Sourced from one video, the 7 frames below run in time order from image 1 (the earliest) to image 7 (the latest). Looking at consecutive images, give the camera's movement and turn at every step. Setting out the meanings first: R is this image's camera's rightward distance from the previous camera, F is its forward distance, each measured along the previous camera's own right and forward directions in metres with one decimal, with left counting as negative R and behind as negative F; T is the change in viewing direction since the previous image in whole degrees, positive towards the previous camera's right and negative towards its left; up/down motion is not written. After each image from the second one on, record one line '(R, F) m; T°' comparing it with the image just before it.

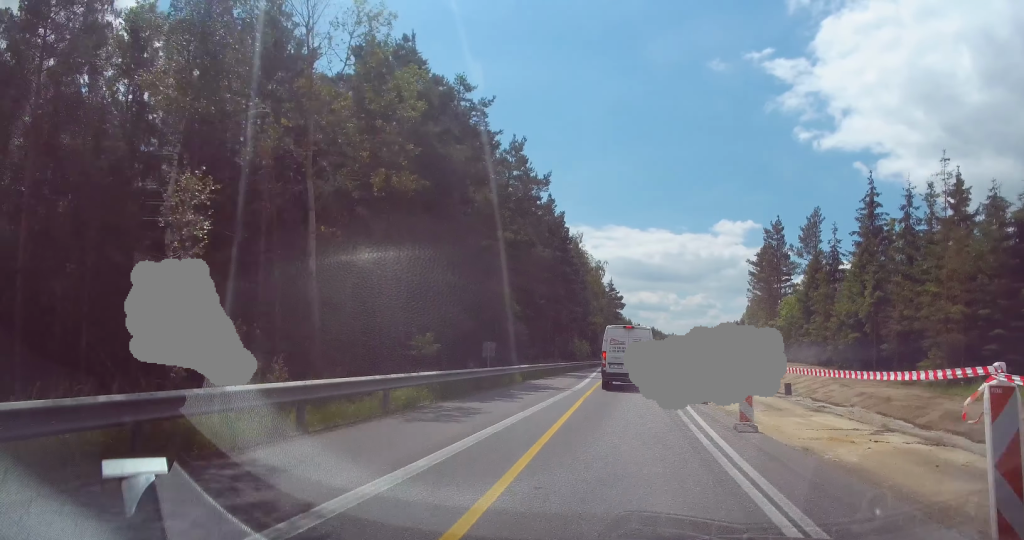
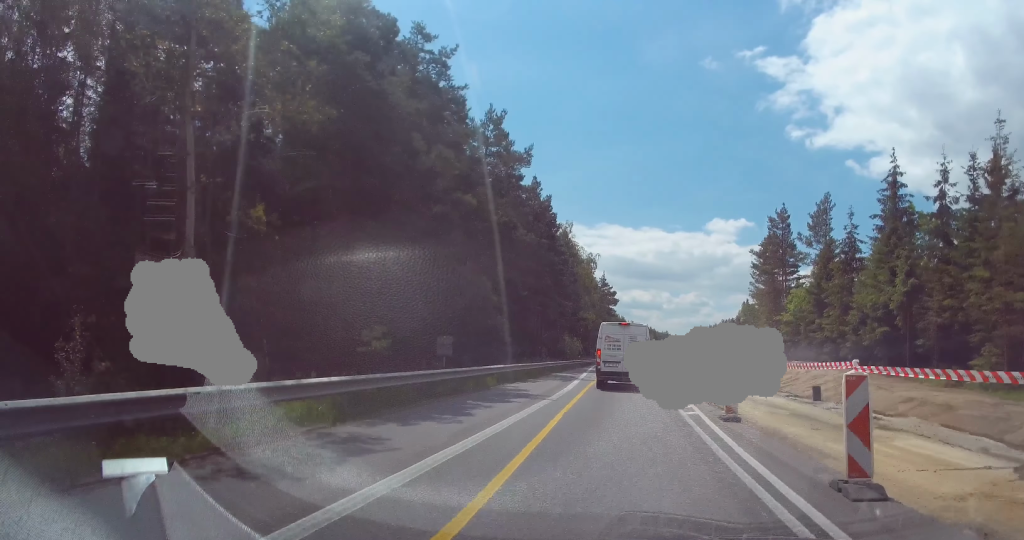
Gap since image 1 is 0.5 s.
(0.0, +5.8) m; 0°
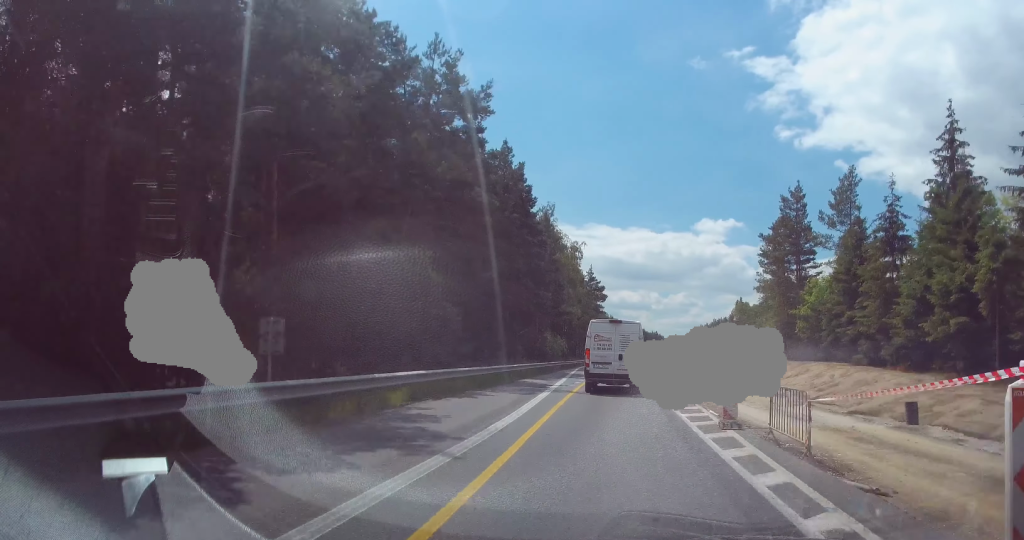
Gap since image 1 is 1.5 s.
(0.0, +10.6) m; +1°
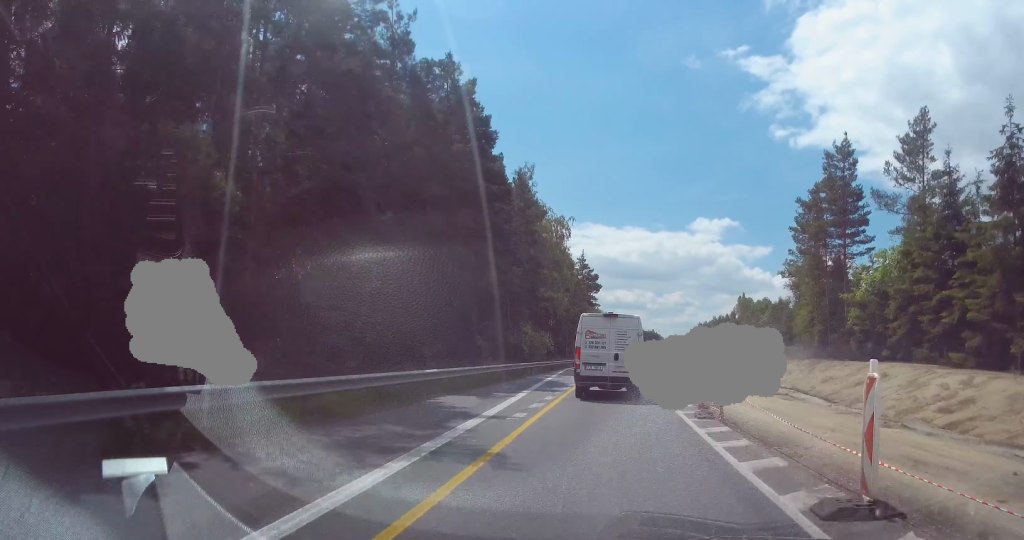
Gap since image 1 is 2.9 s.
(+0.4, +14.6) m; +1°
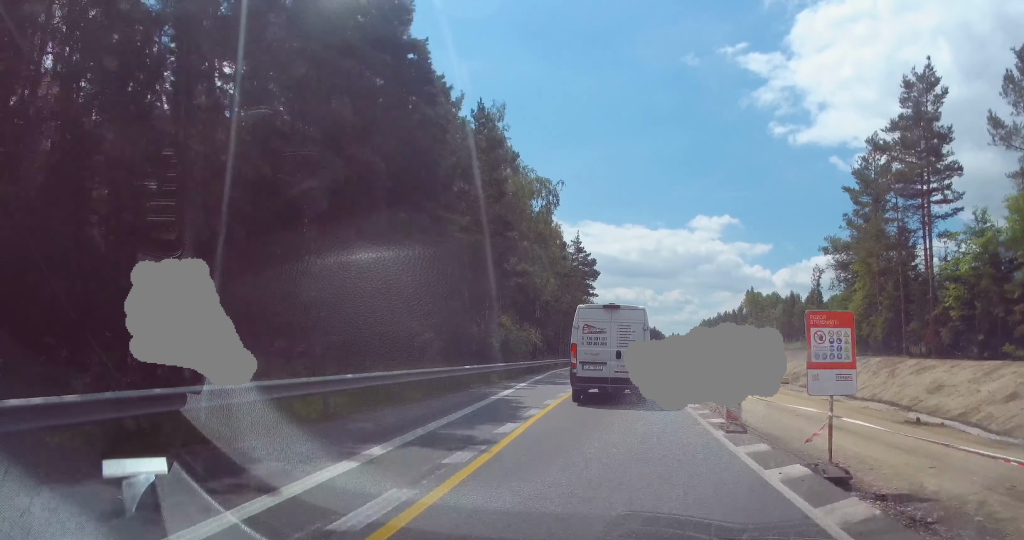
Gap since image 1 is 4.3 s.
(-0.2, +13.3) m; +1°
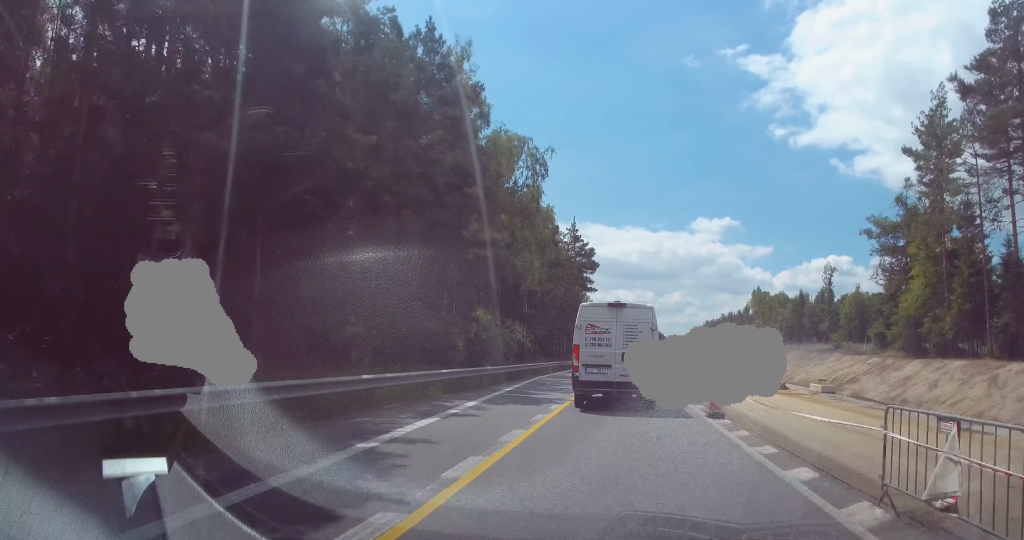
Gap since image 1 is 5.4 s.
(+0.2, +9.7) m; 0°
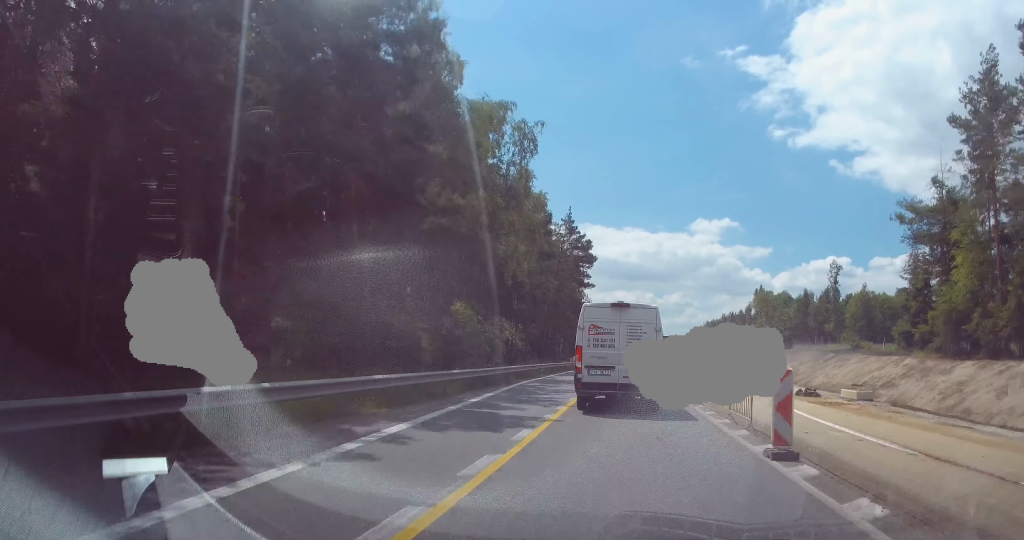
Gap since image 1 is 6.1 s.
(0.0, +5.7) m; -1°
